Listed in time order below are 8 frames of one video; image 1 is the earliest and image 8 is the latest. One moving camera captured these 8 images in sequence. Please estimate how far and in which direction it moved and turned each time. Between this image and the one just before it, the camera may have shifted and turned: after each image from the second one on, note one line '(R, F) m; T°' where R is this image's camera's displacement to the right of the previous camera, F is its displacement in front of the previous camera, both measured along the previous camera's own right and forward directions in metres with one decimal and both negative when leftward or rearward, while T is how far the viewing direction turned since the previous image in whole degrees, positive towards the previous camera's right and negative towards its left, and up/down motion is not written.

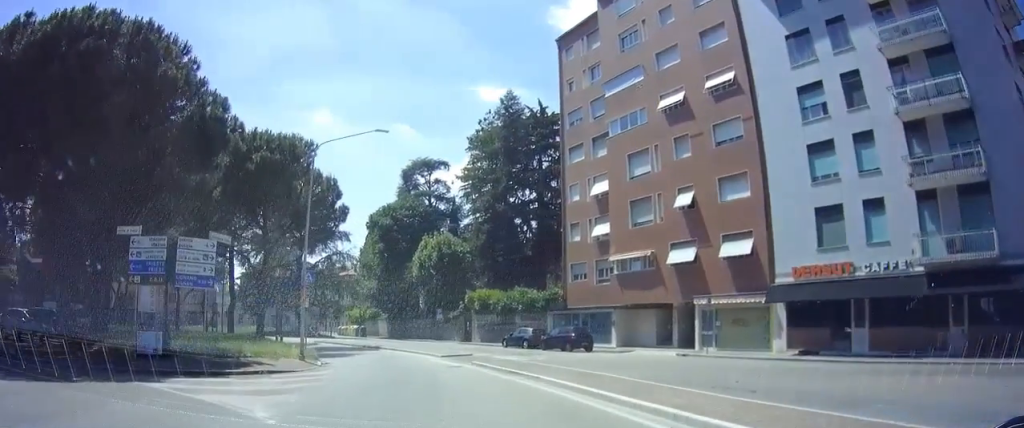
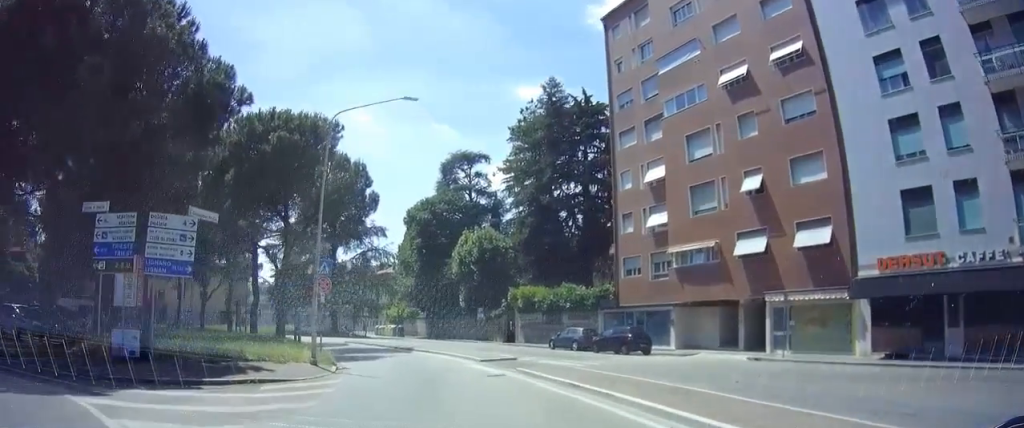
(0.0, +3.1) m; -3°
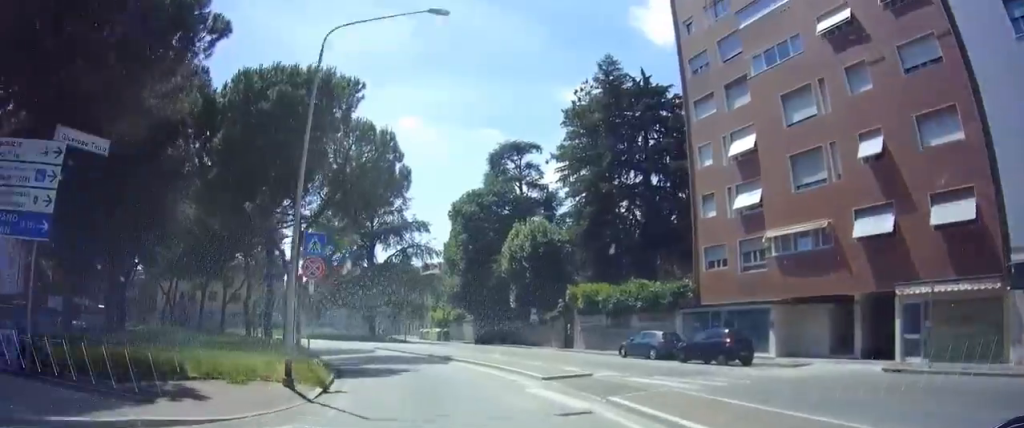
(-0.3, +6.0) m; -8°
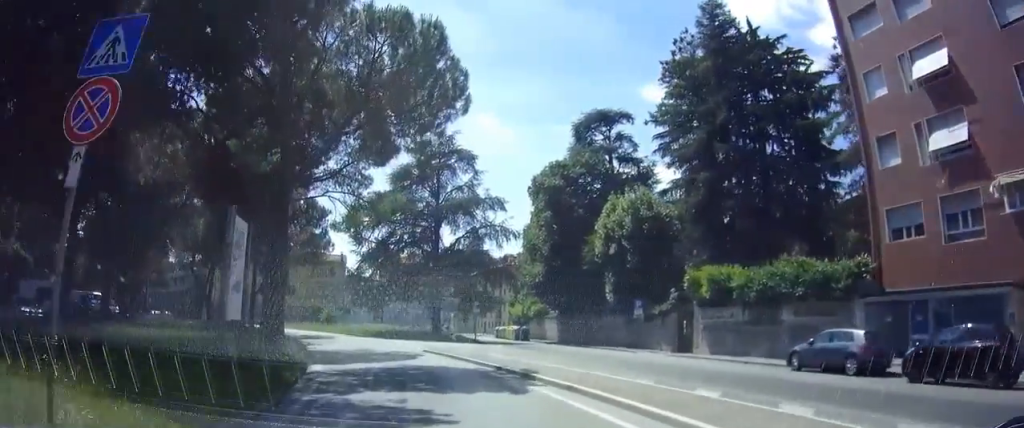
(-1.1, +9.6) m; -11°
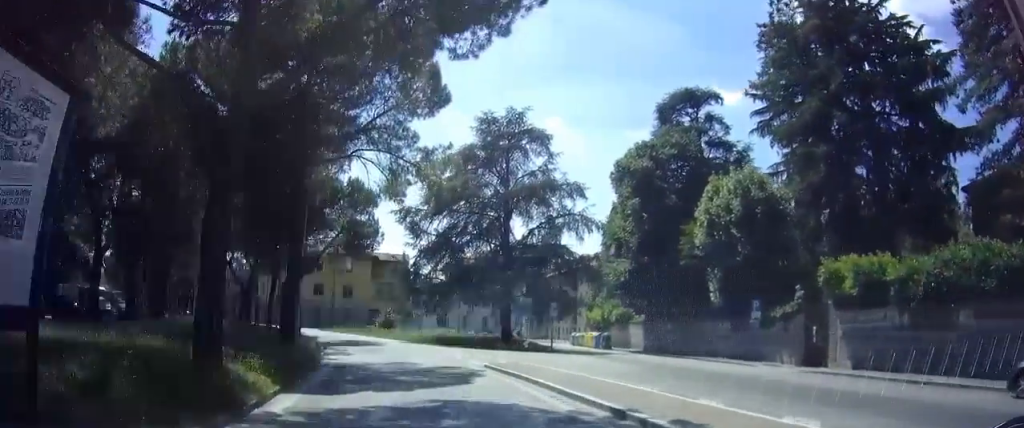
(-0.3, +7.3) m; -6°
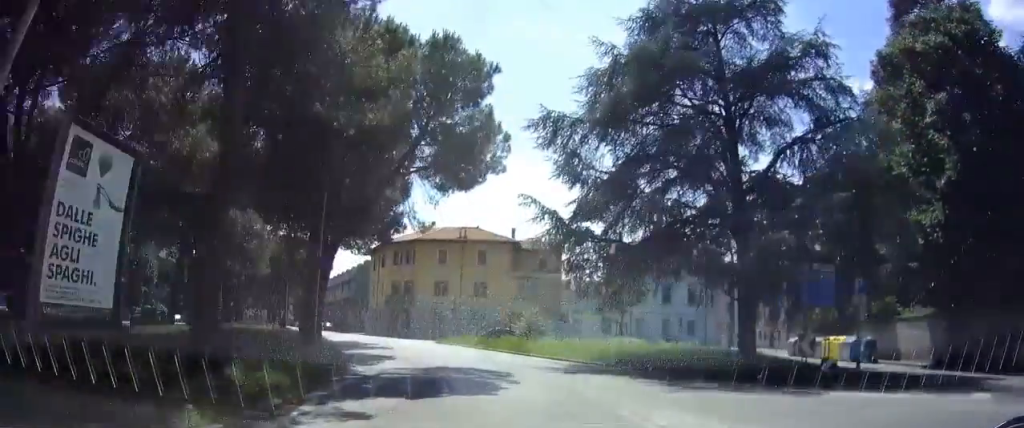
(-2.4, +19.1) m; -13°
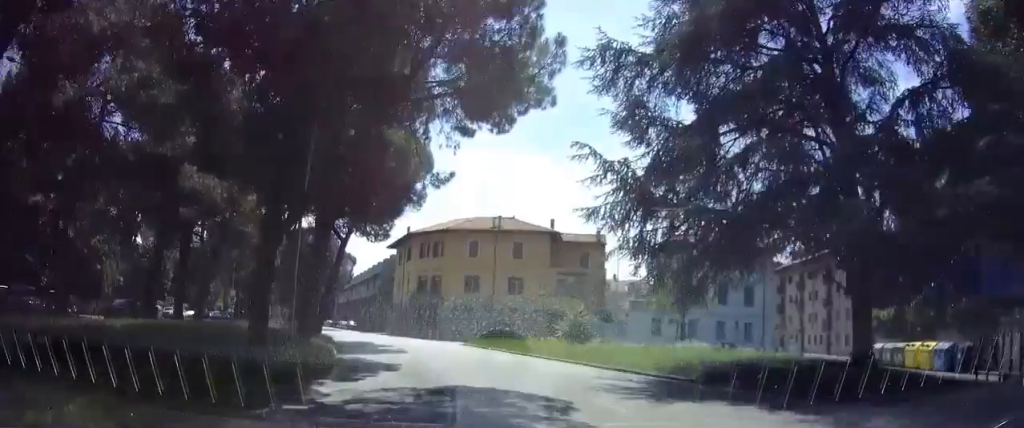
(+0.1, +5.7) m; -4°
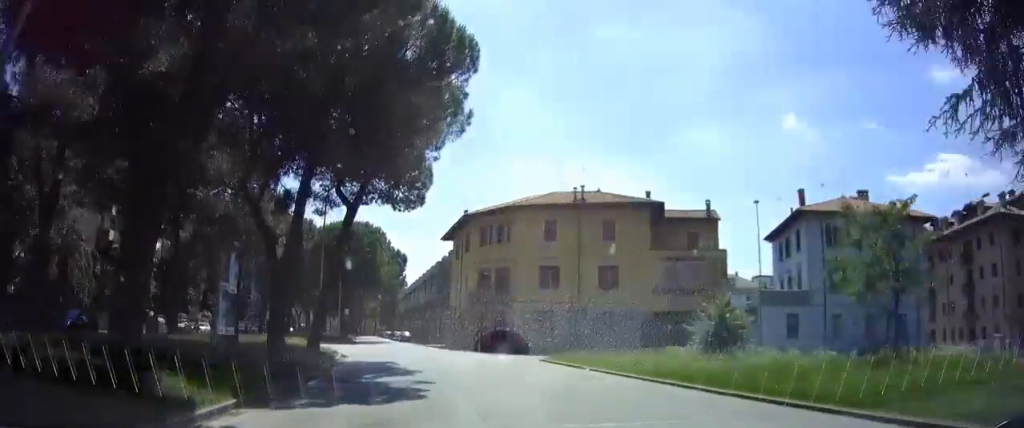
(-1.5, +12.2) m; -11°
